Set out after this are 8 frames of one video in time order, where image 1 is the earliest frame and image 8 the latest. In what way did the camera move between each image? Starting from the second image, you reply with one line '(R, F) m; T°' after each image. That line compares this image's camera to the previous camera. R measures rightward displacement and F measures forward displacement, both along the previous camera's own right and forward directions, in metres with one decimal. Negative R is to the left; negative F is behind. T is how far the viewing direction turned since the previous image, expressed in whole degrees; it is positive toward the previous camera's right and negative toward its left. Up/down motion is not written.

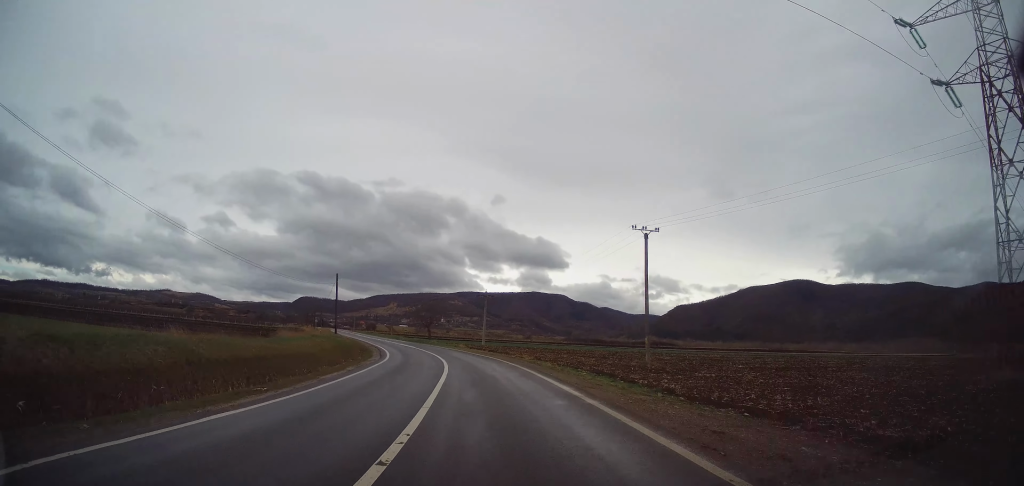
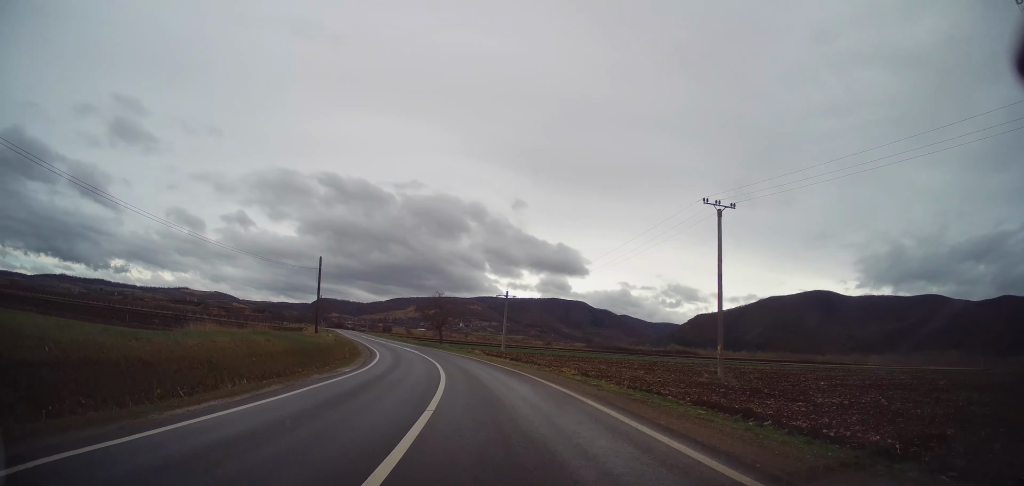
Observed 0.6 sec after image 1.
(-0.1, +10.6) m; -2°
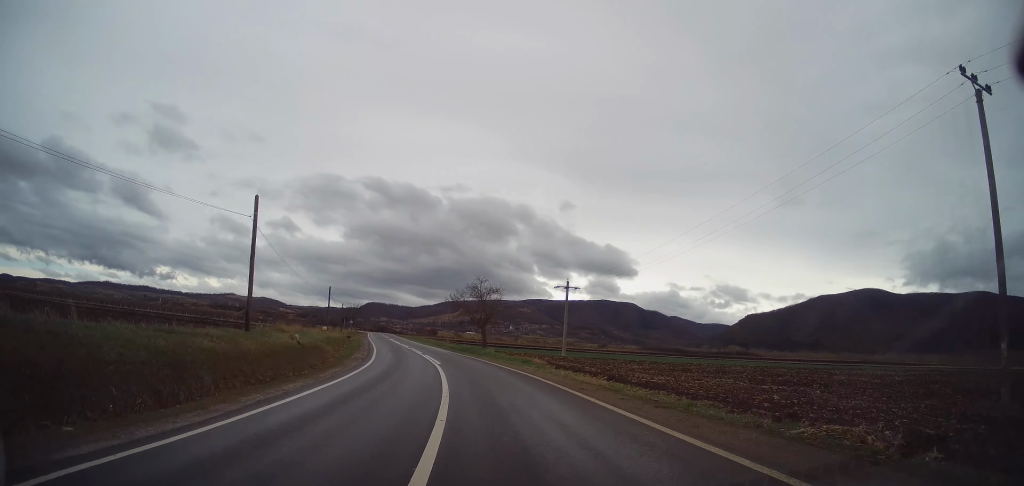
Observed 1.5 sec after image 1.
(-0.4, +17.7) m; -4°
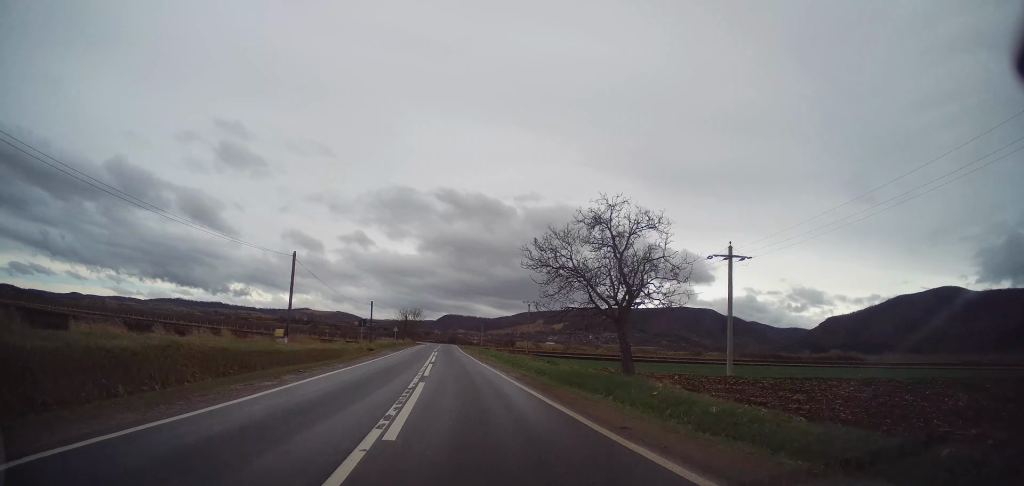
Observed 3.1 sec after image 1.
(-2.5, +31.2) m; -9°
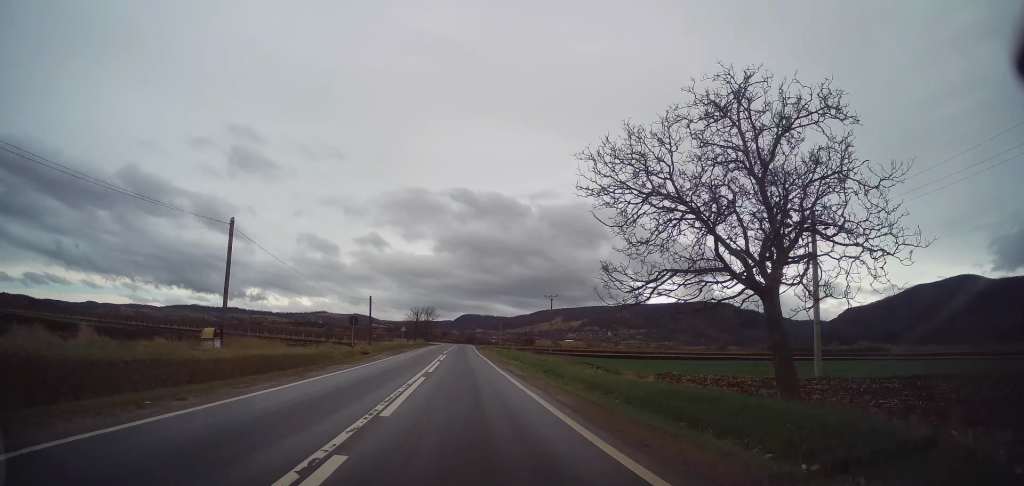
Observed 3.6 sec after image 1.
(-0.3, +10.0) m; -2°
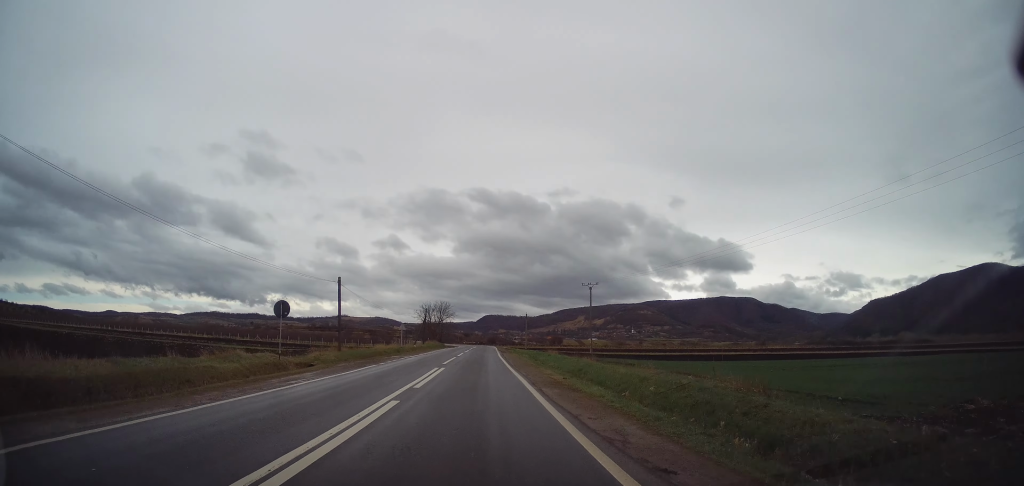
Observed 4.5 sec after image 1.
(-0.6, +19.0) m; -3°
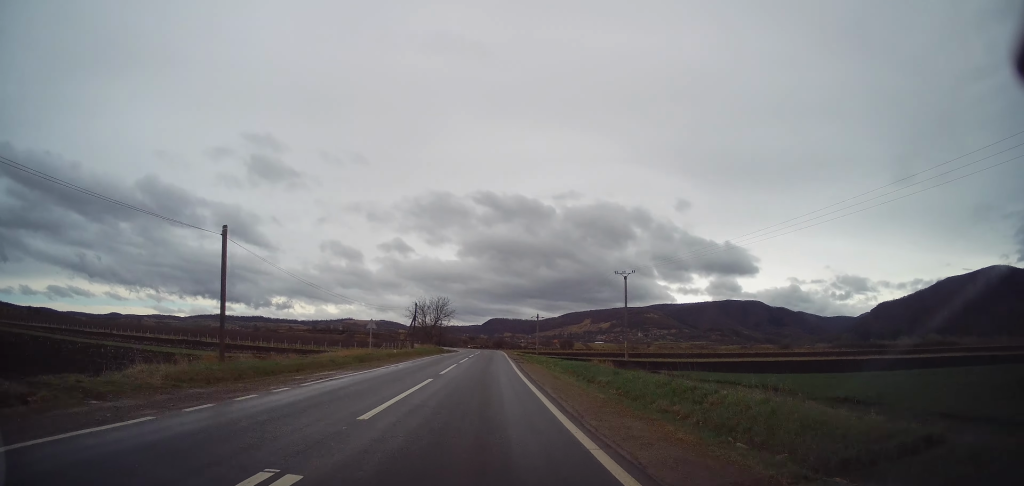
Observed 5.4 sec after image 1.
(-0.4, +18.0) m; 0°
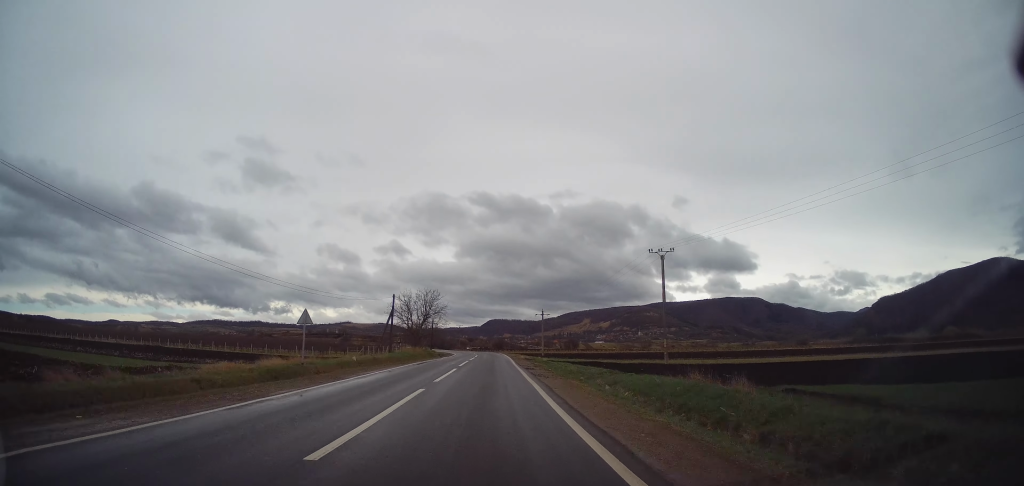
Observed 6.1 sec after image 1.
(+0.4, +14.7) m; 0°
